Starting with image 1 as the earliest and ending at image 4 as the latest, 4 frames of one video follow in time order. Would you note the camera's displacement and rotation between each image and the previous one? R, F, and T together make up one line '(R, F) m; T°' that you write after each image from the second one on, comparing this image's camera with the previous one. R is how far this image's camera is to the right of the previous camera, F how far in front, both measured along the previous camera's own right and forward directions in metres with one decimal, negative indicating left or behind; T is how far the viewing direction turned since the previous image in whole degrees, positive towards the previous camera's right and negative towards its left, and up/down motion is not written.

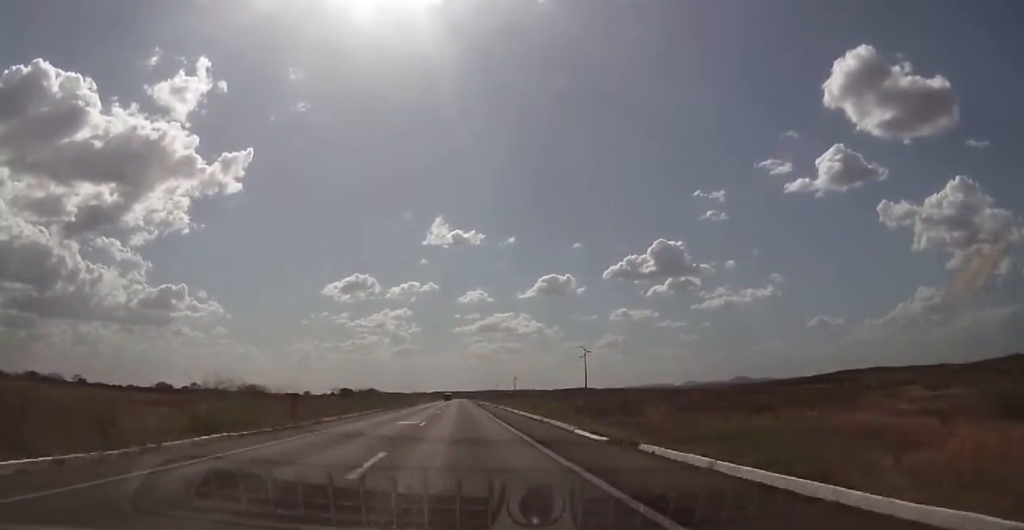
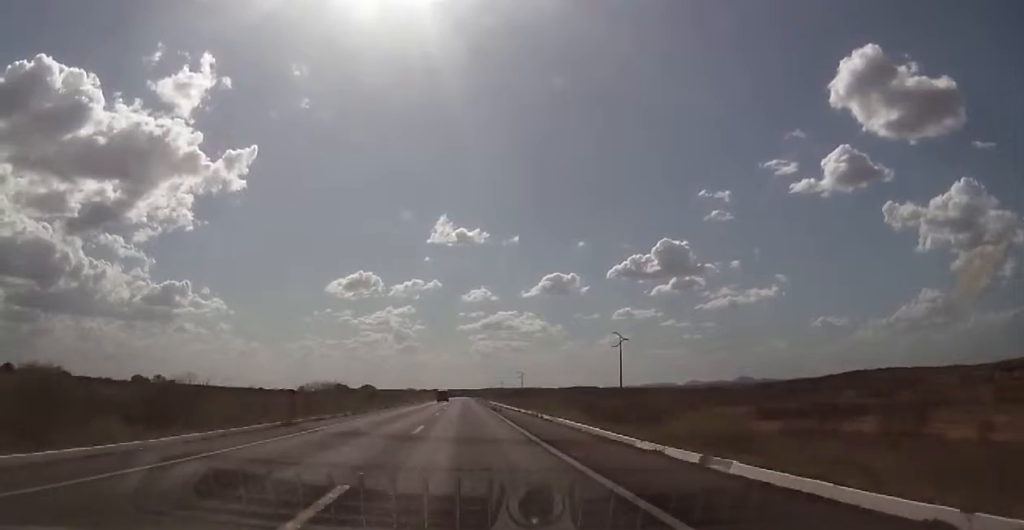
(0.0, +36.9) m; 0°
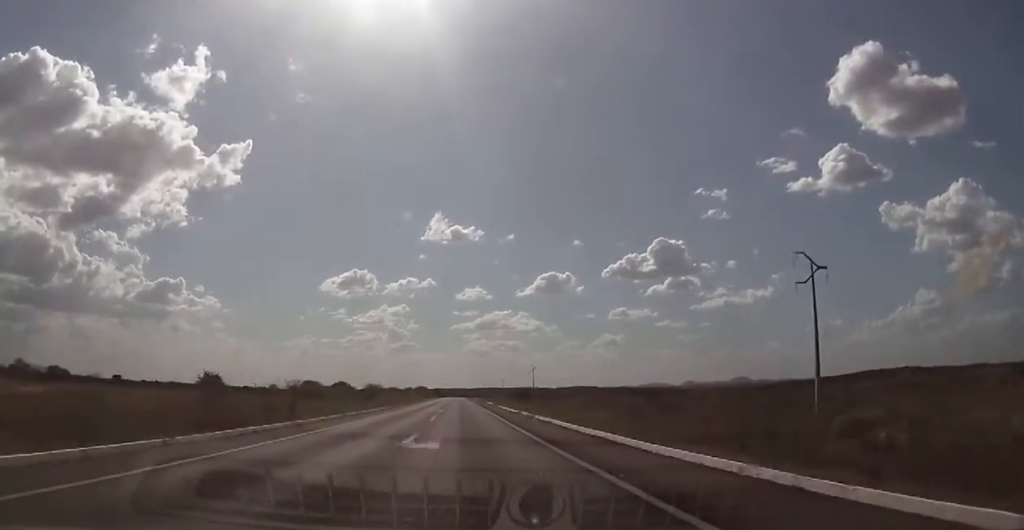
(+0.1, +83.2) m; 0°
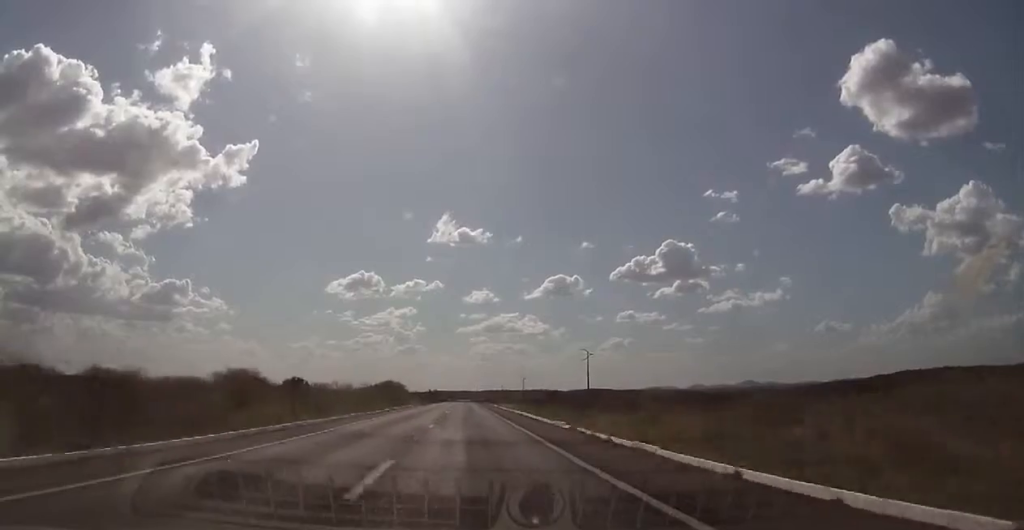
(+0.2, +118.5) m; 0°
